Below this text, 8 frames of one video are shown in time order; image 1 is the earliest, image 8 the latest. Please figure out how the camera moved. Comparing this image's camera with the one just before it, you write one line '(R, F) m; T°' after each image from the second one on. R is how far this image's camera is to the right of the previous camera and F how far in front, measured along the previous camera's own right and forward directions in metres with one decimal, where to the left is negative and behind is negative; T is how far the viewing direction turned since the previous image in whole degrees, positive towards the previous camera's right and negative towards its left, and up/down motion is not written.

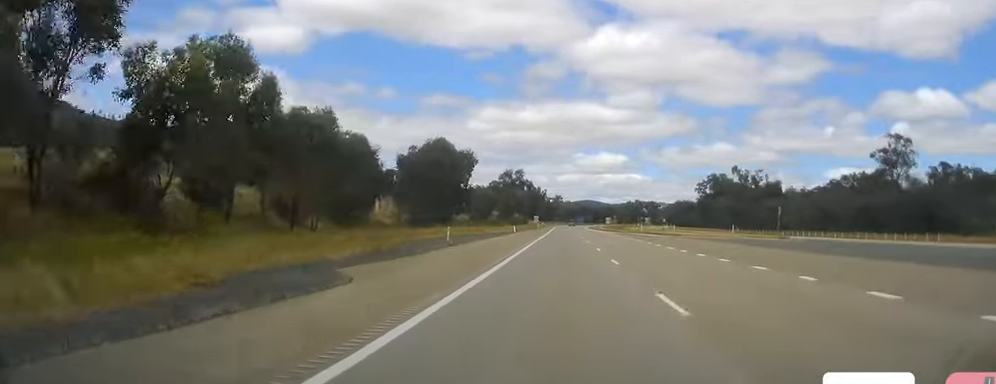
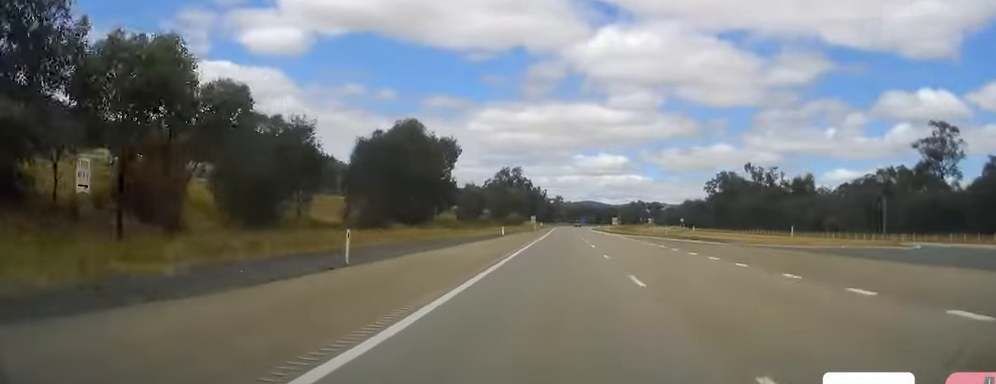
(-0.1, +19.5) m; -1°
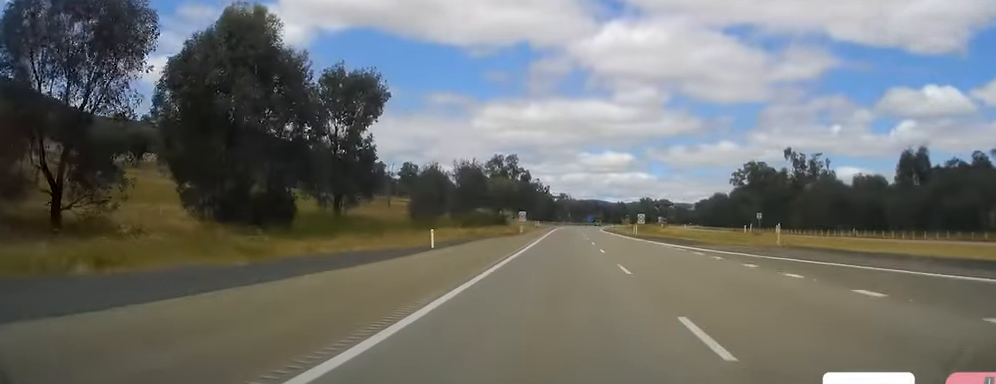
(-0.2, +43.7) m; +1°
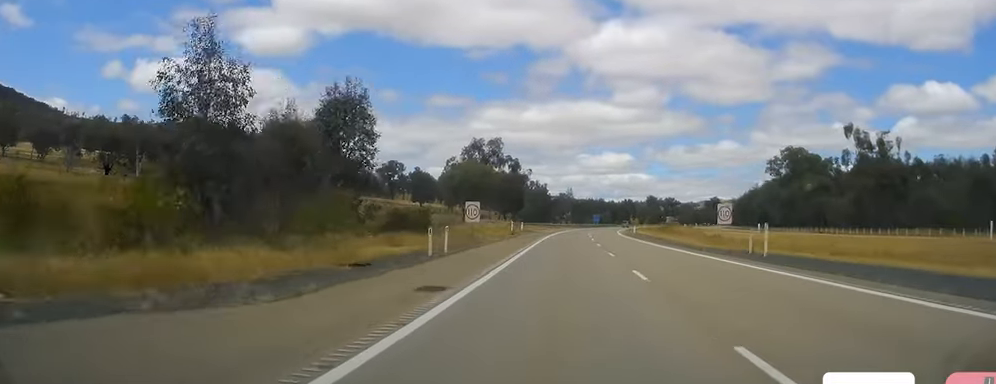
(-0.2, +50.6) m; -1°
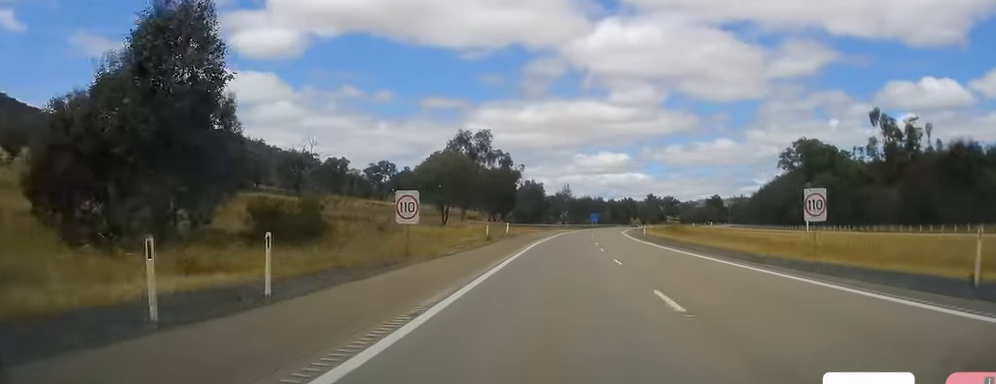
(-0.6, +17.5) m; 0°
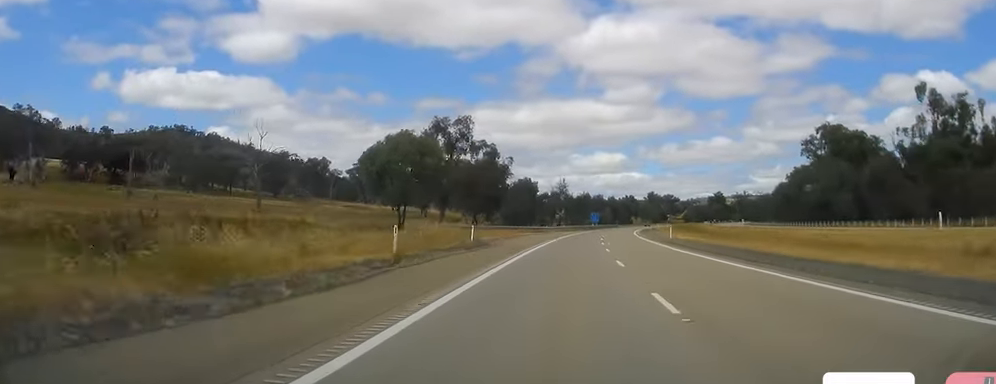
(+0.9, +24.4) m; +1°
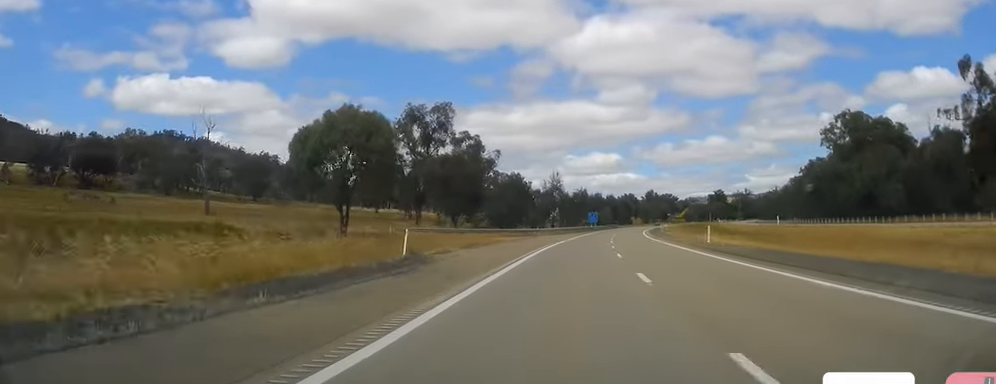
(-0.1, +18.5) m; 0°
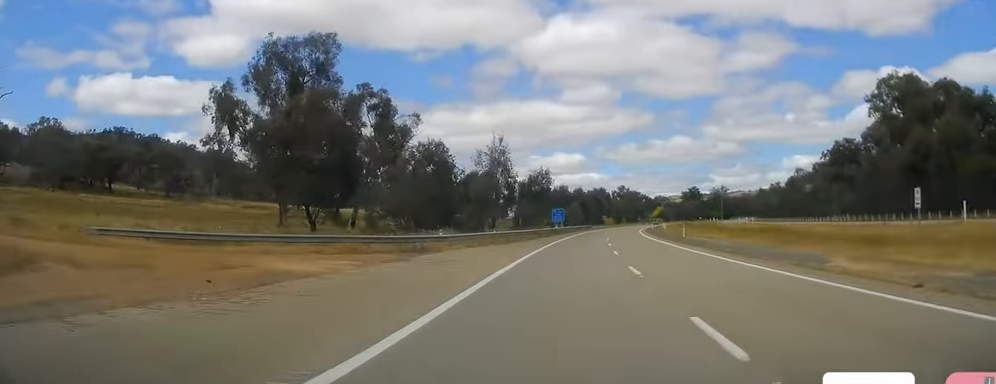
(0.0, +45.6) m; 0°
